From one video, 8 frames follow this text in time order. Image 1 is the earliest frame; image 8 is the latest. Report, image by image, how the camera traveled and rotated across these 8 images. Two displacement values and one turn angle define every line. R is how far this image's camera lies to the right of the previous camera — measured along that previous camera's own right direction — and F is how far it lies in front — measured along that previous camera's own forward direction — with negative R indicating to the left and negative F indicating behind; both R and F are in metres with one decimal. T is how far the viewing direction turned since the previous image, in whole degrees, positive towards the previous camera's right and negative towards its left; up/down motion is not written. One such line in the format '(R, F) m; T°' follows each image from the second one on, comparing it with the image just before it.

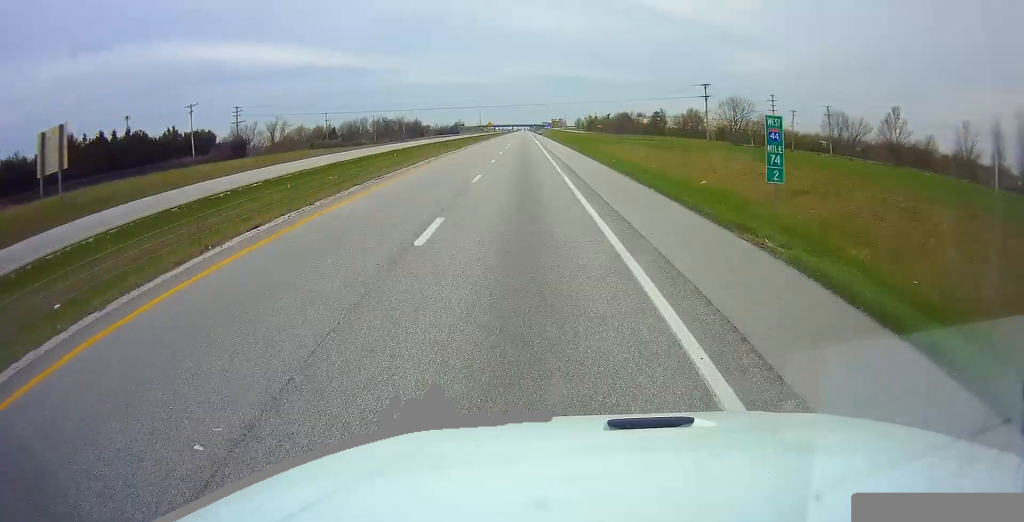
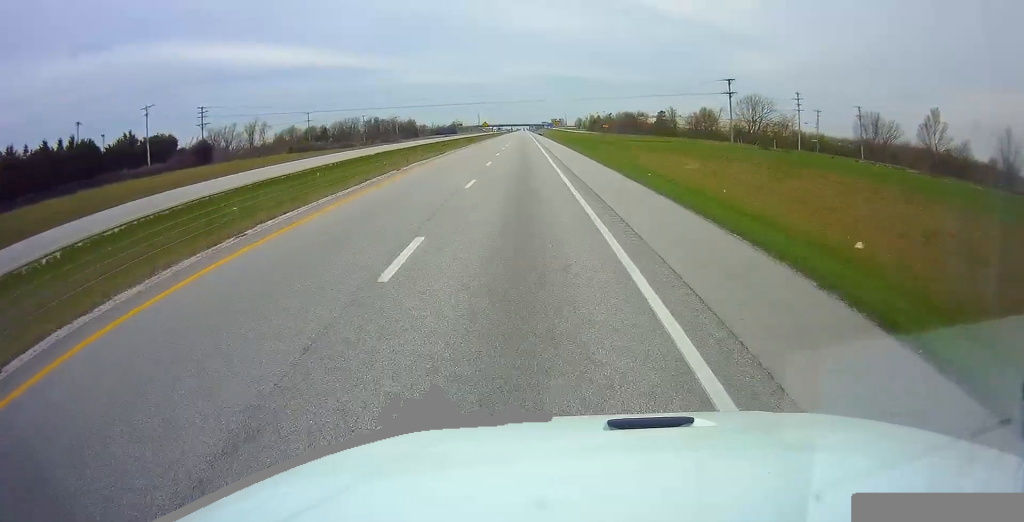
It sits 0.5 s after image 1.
(0.0, +11.7) m; 0°
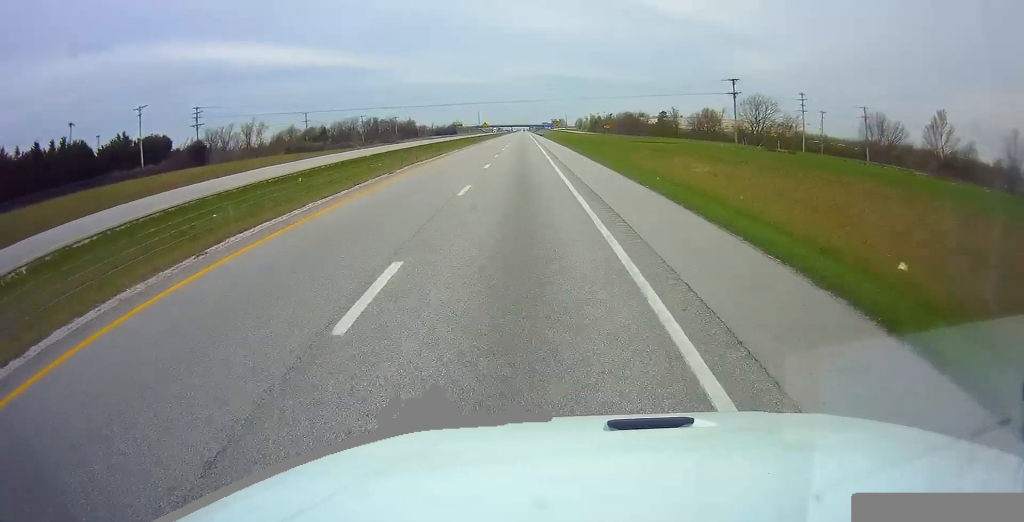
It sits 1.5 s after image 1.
(-0.1, +28.2) m; 0°
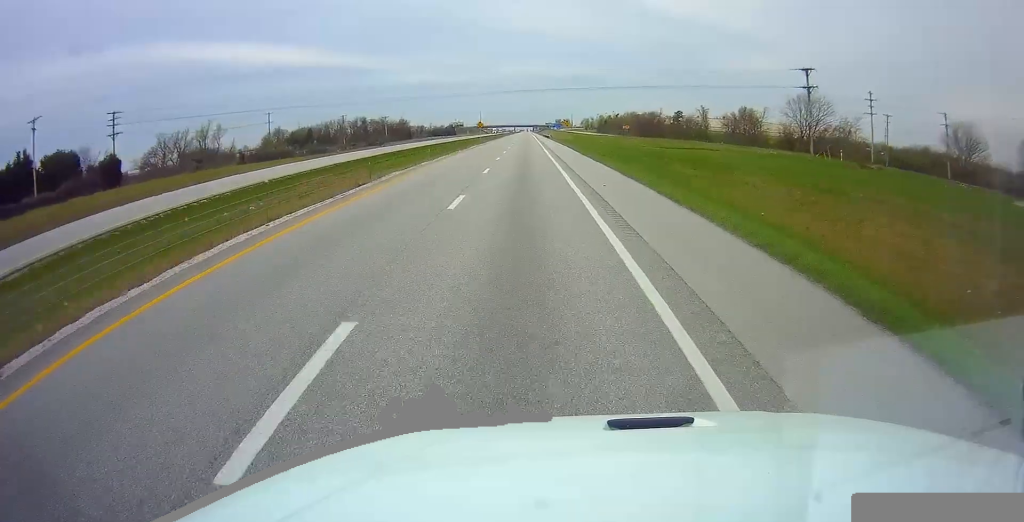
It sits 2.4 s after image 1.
(0.0, +24.5) m; 0°
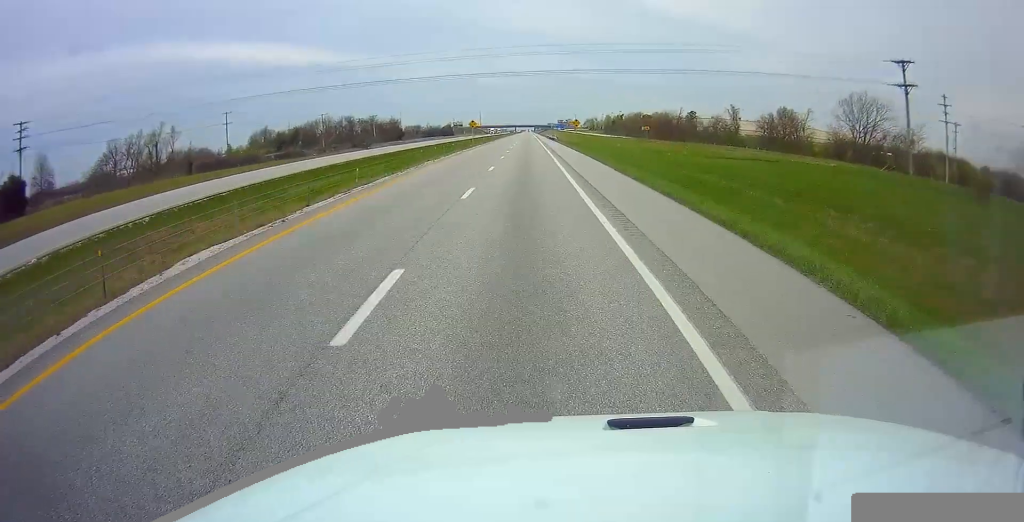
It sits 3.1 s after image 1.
(+0.1, +20.4) m; 0°
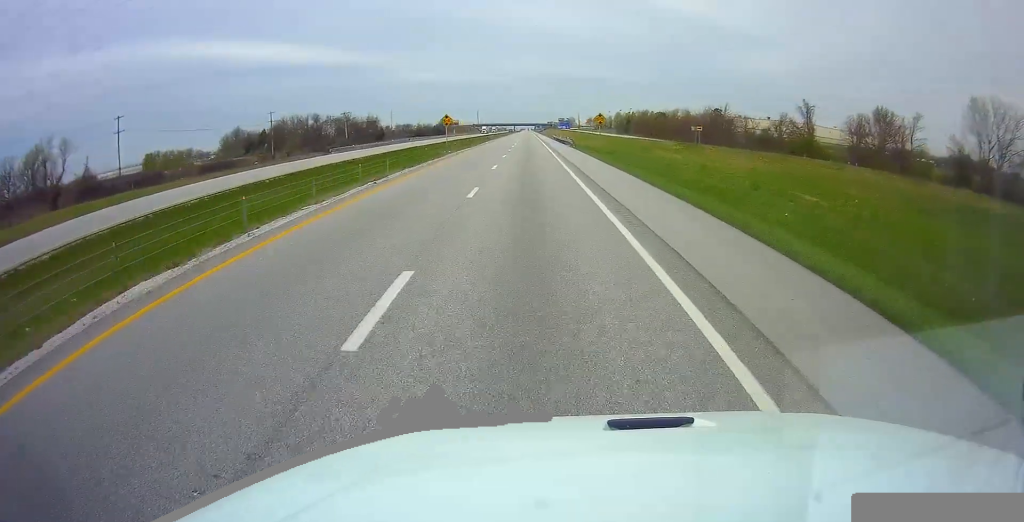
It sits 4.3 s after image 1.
(+0.1, +35.0) m; 0°
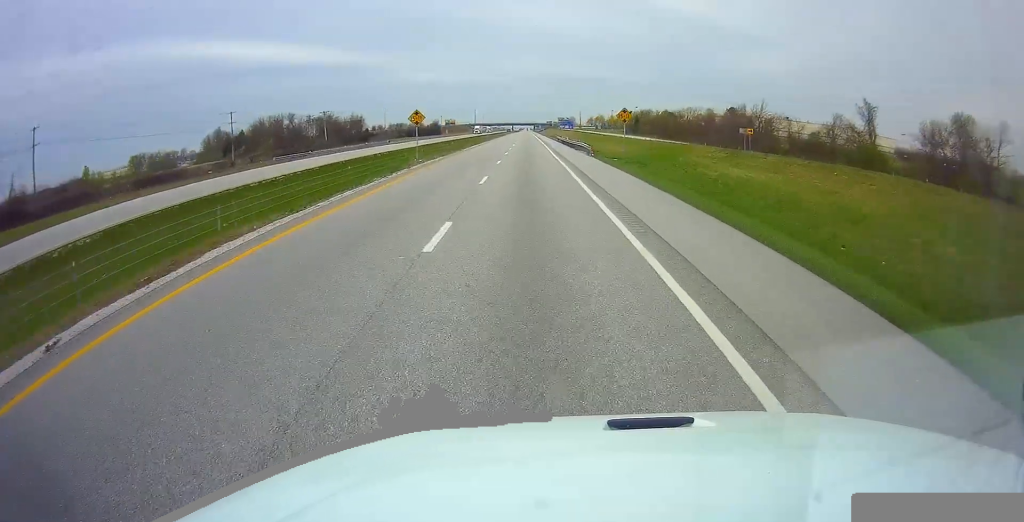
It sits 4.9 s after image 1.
(-0.2, +19.2) m; 0°
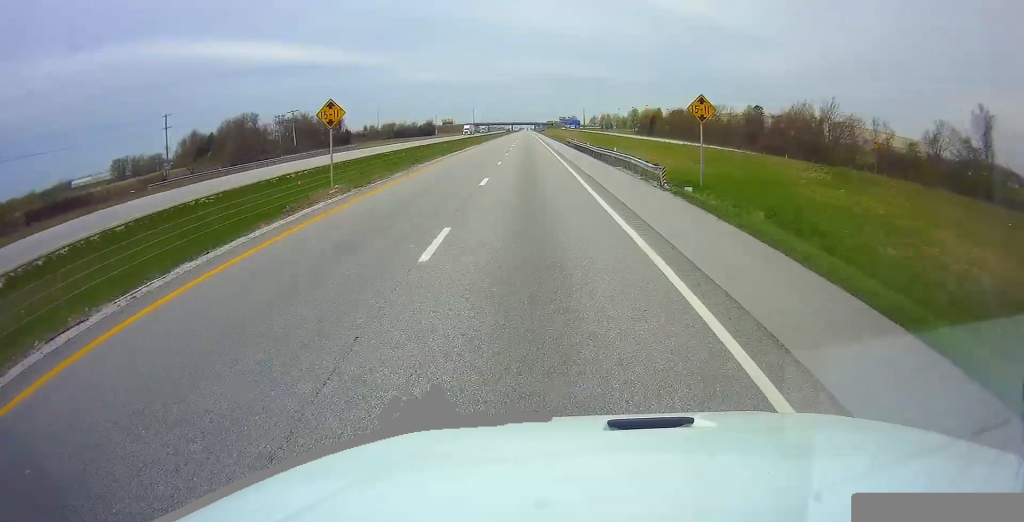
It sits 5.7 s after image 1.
(+0.1, +24.5) m; 0°
